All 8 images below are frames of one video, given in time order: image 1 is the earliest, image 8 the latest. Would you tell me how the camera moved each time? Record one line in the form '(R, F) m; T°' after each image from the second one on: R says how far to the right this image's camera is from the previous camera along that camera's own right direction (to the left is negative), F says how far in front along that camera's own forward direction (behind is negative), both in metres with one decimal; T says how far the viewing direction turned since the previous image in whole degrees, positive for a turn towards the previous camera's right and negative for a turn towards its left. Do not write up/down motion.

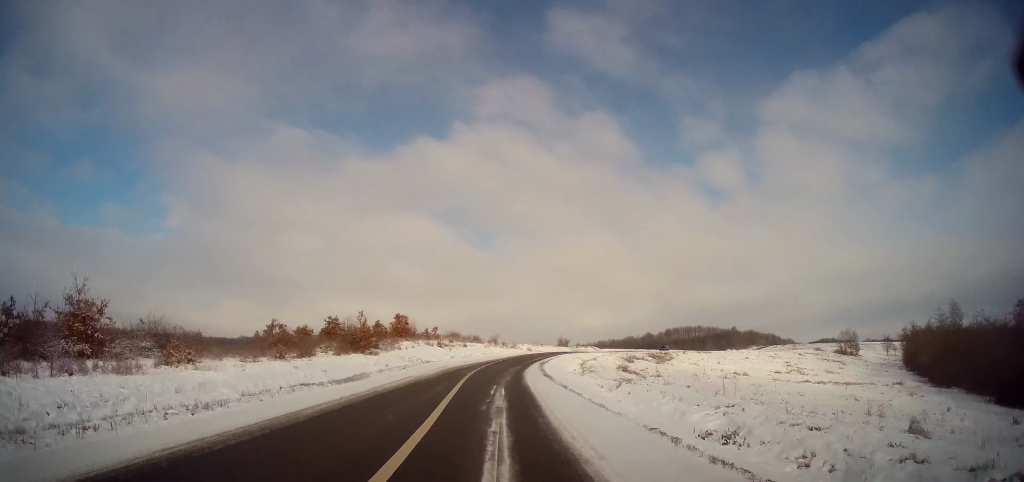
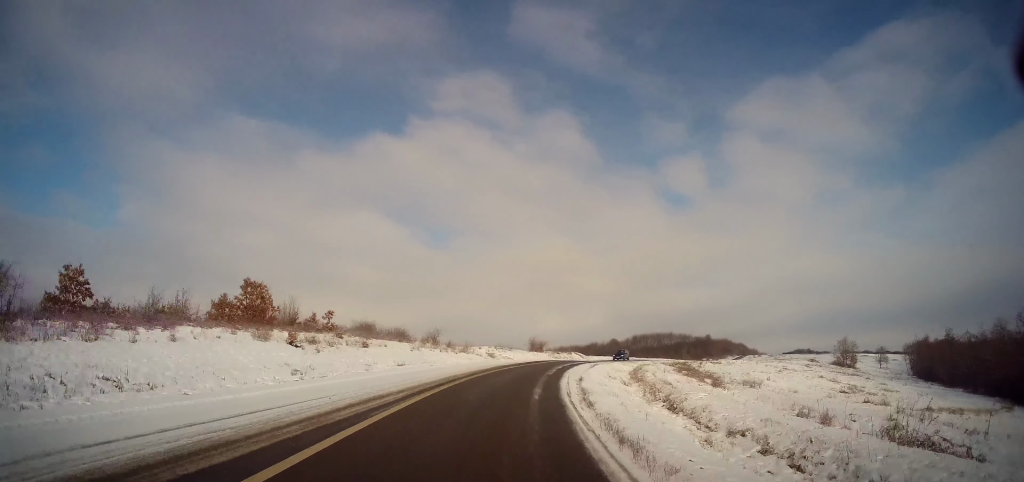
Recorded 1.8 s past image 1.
(+1.1, +34.2) m; +5°
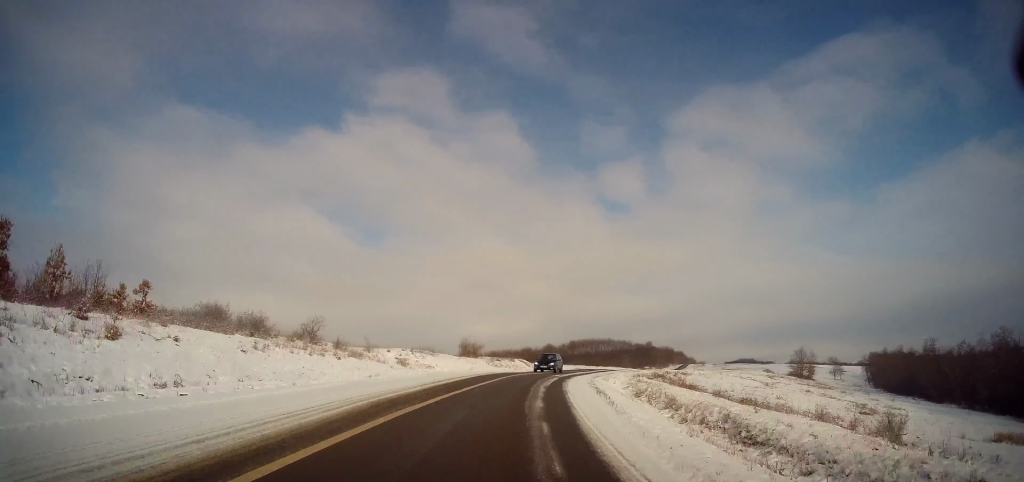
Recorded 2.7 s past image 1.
(+0.5, +18.1) m; +6°
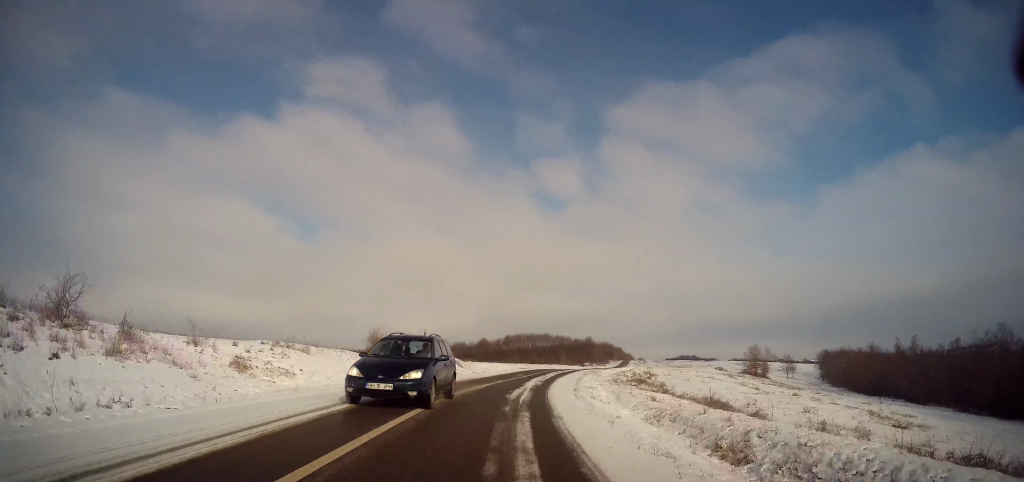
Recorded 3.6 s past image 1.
(+1.1, +15.9) m; +7°
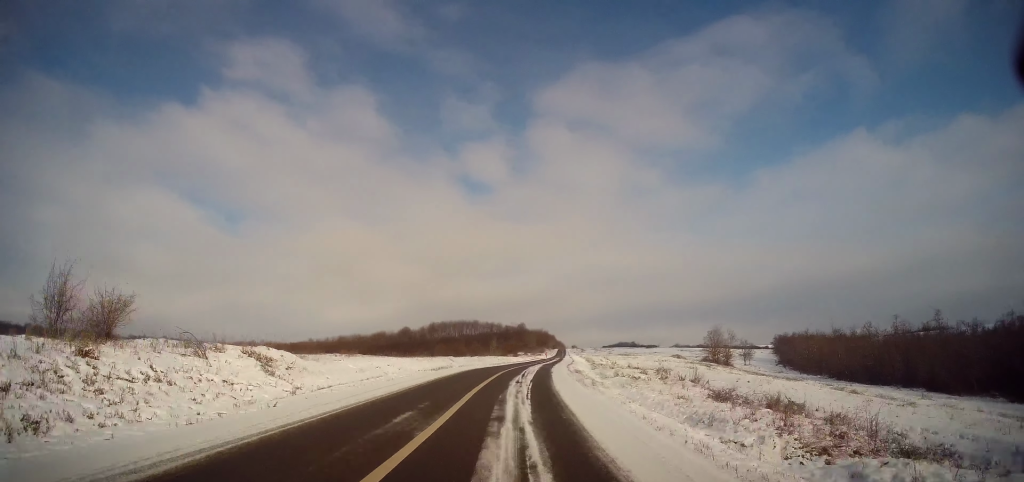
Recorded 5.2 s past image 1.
(+2.5, +28.9) m; +8°
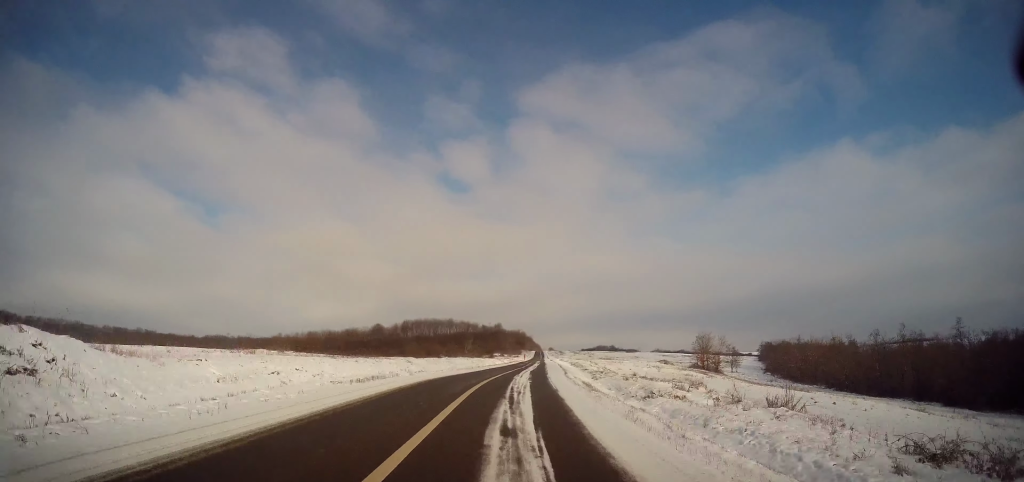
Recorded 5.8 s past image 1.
(+0.1, +11.3) m; +3°
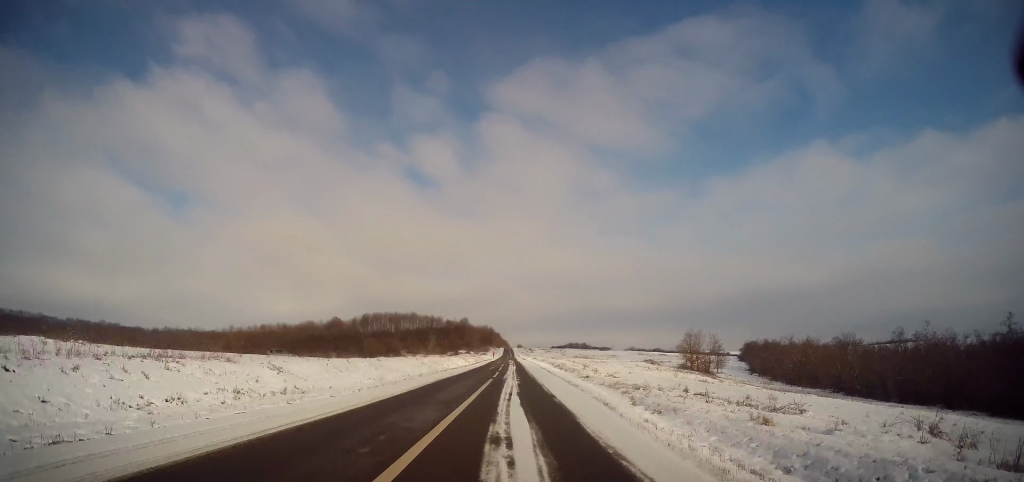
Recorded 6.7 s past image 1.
(+0.9, +18.3) m; +4°
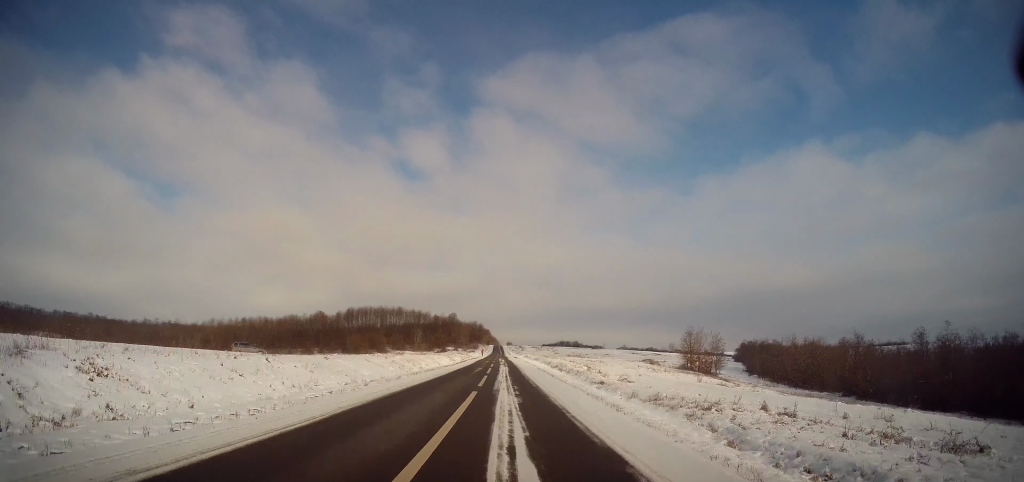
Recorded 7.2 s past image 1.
(+0.2, +8.9) m; +1°
